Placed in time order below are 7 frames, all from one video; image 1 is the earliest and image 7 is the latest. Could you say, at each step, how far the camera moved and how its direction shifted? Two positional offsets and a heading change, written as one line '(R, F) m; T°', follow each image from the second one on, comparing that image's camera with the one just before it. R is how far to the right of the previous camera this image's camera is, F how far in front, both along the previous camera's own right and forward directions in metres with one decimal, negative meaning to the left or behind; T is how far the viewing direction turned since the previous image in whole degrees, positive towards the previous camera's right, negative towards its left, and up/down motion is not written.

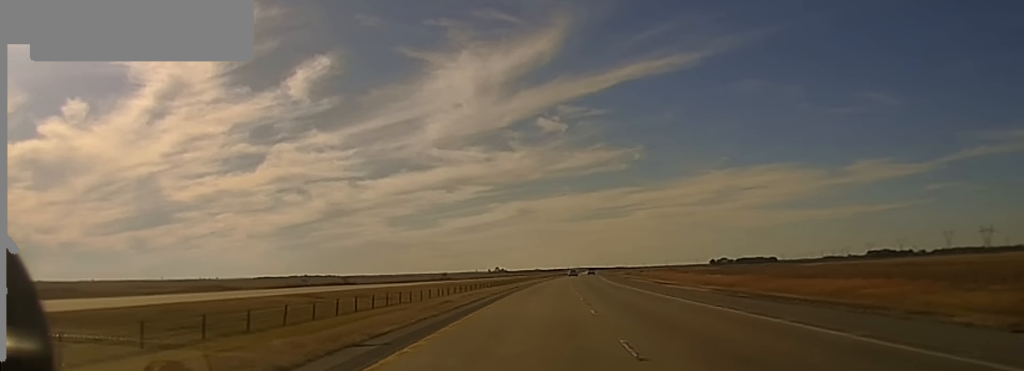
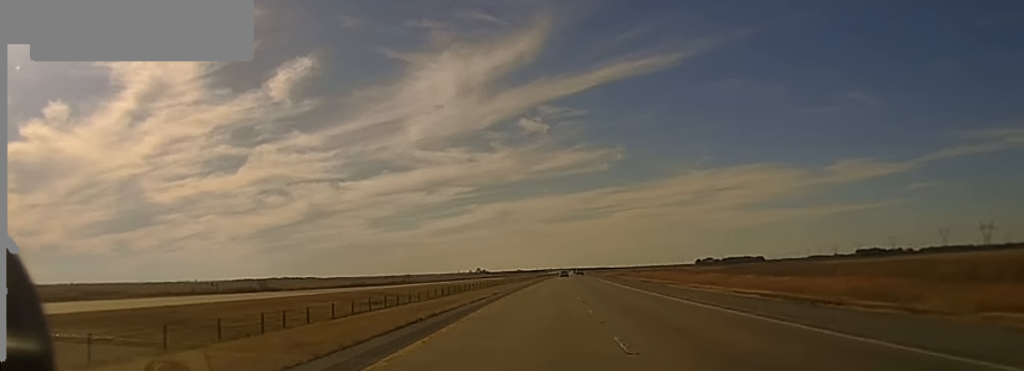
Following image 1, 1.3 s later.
(+0.6, +46.5) m; +1°
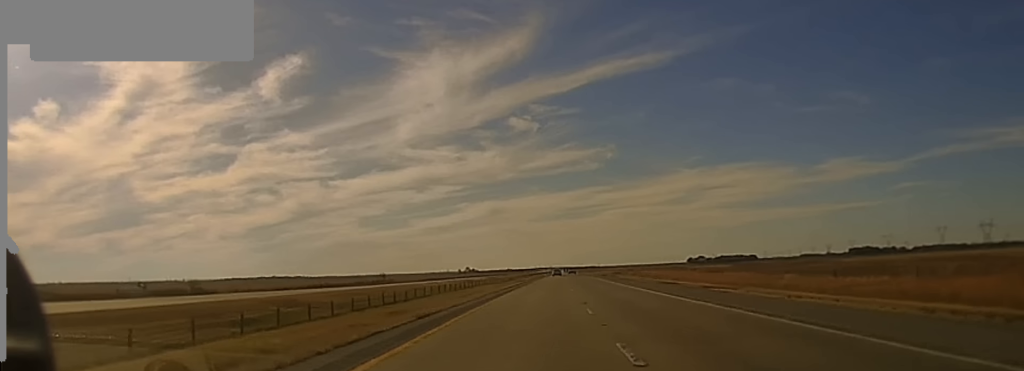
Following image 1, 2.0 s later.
(0.0, +23.3) m; 0°
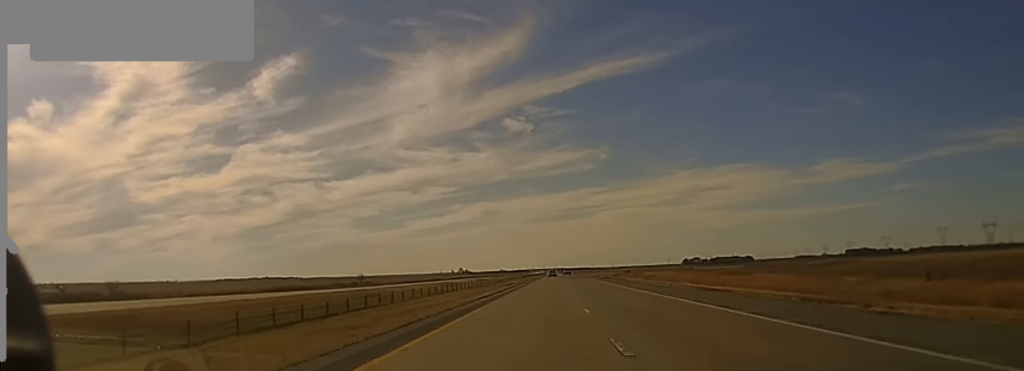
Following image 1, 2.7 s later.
(0.0, +19.7) m; 0°
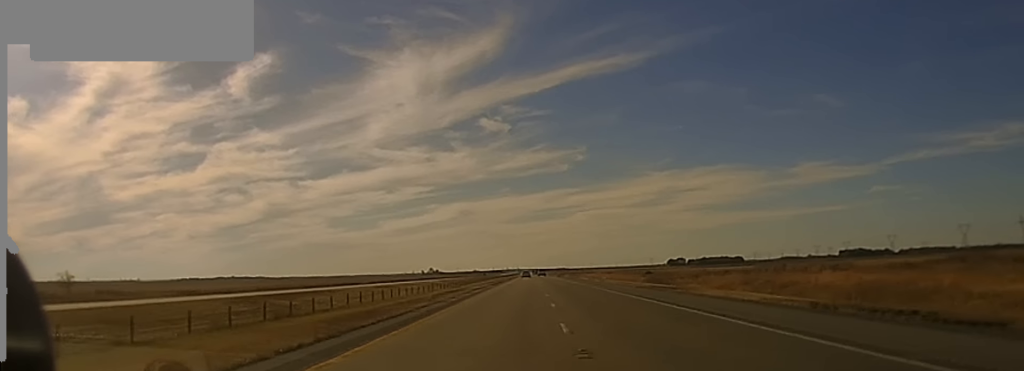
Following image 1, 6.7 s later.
(+2.7, +140.9) m; +2°
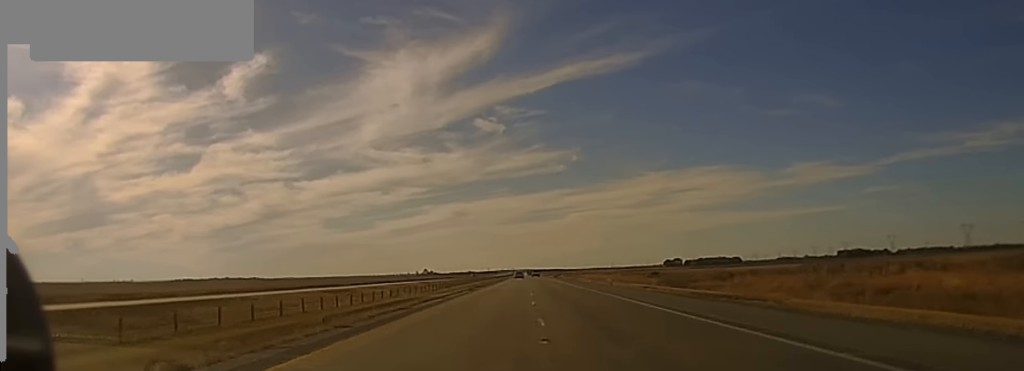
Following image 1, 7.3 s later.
(+0.1, +24.5) m; 0°
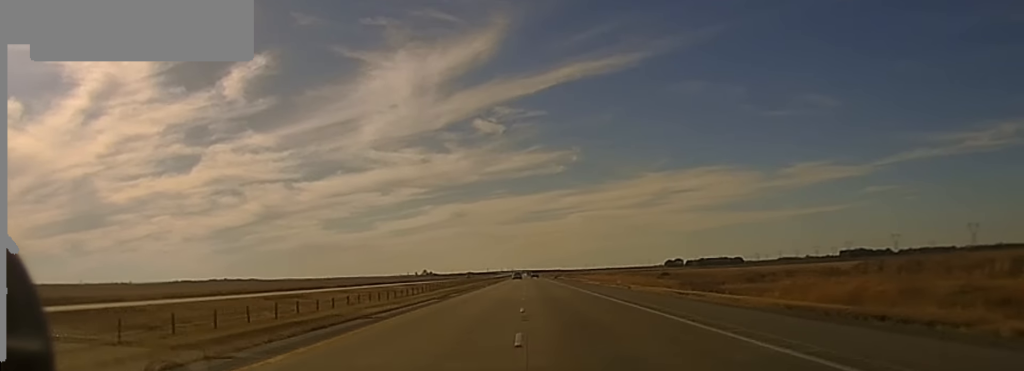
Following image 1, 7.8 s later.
(+0.1, +20.5) m; 0°
